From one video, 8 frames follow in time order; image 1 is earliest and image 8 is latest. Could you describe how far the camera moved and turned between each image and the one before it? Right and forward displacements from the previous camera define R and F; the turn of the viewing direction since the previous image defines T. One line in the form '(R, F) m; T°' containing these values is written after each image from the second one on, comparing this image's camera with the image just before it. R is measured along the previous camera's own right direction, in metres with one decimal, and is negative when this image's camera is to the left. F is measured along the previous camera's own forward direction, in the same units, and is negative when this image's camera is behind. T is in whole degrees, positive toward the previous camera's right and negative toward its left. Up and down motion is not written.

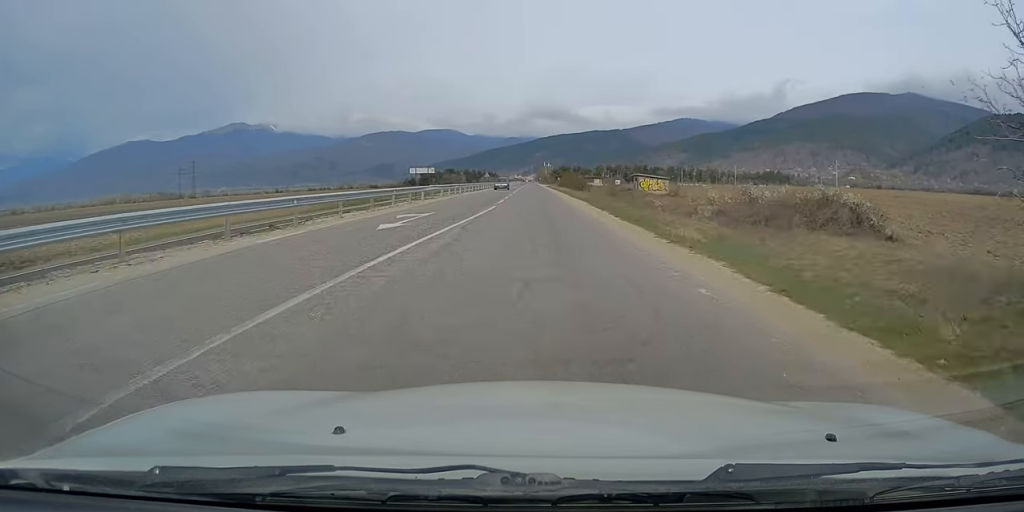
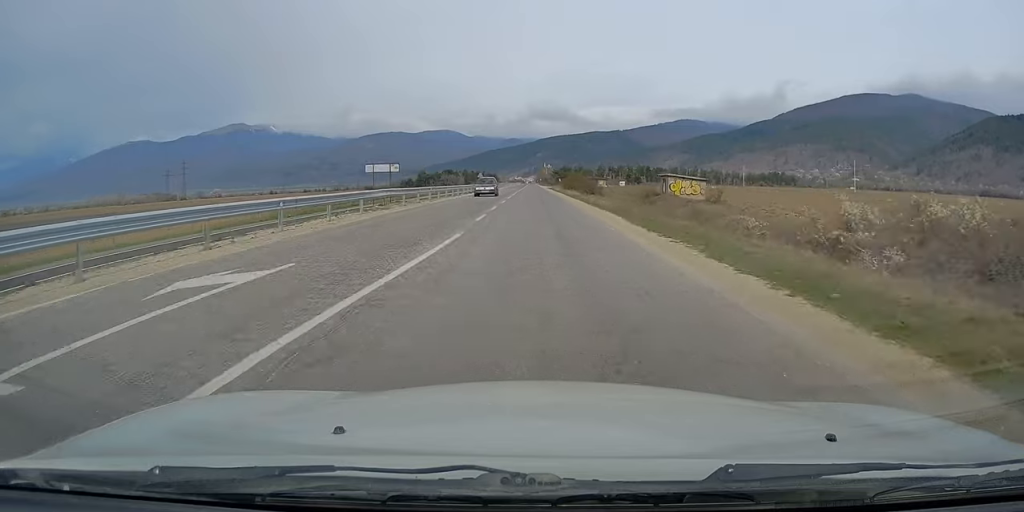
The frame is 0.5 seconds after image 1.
(+0.1, +14.1) m; 0°
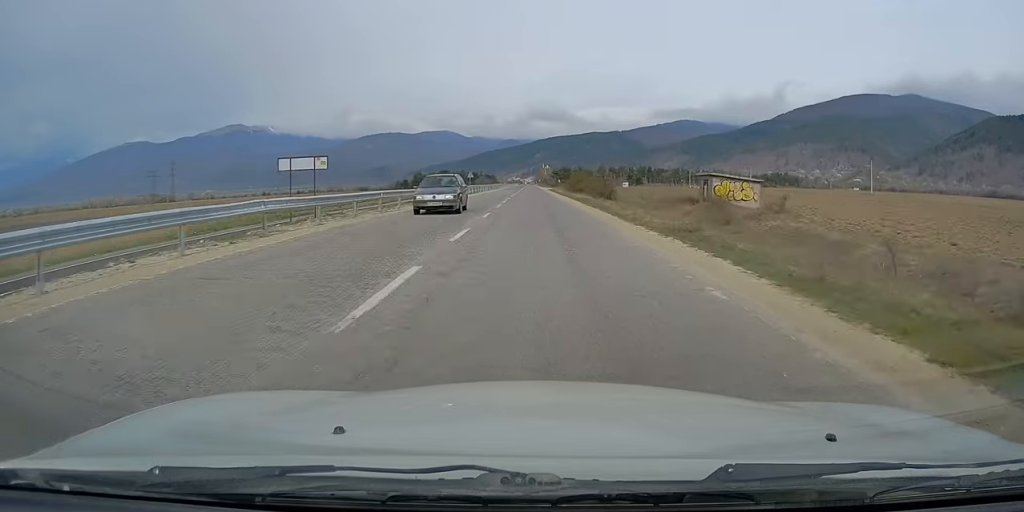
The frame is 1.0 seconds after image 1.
(-0.2, +13.1) m; 0°
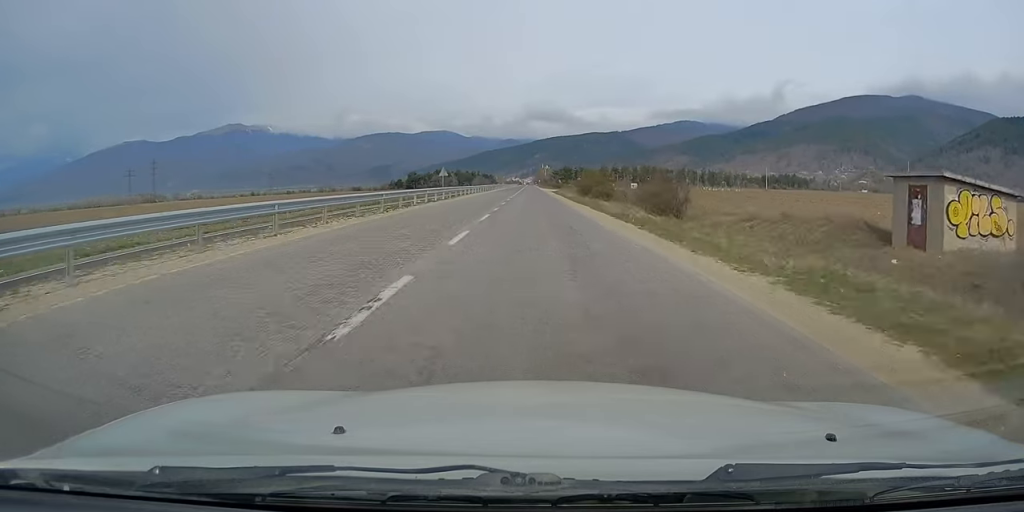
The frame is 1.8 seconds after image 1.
(-0.2, +23.3) m; 0°
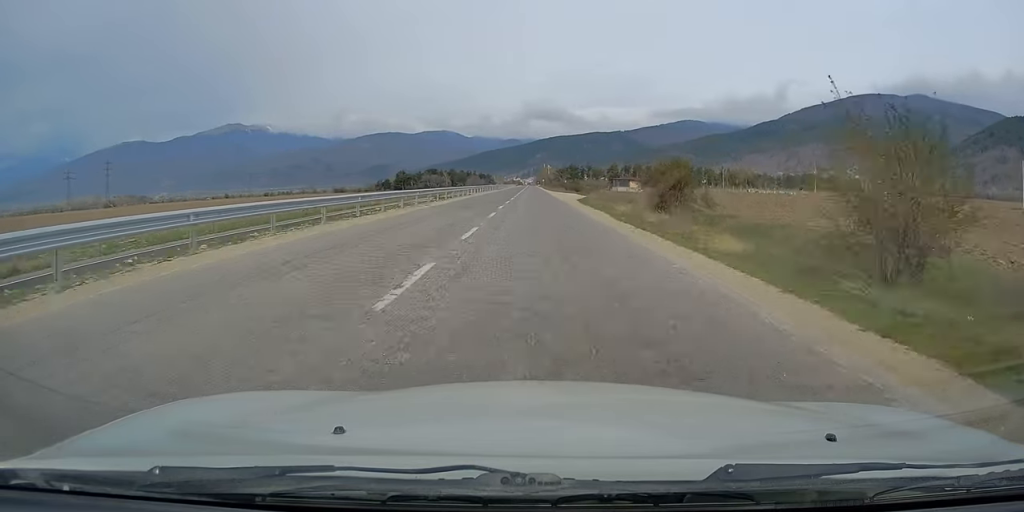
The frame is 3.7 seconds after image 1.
(+0.6, +52.2) m; 0°
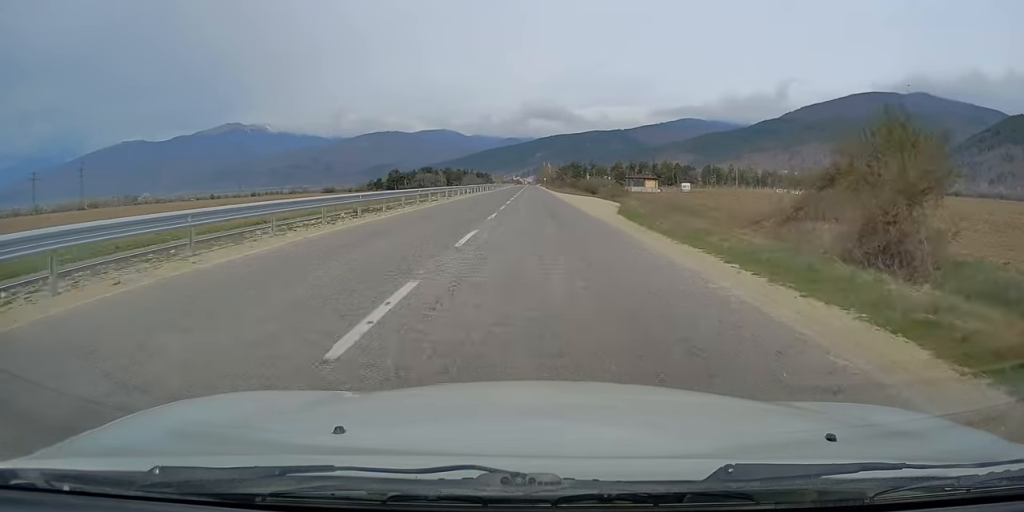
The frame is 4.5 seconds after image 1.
(-0.3, +24.2) m; 0°
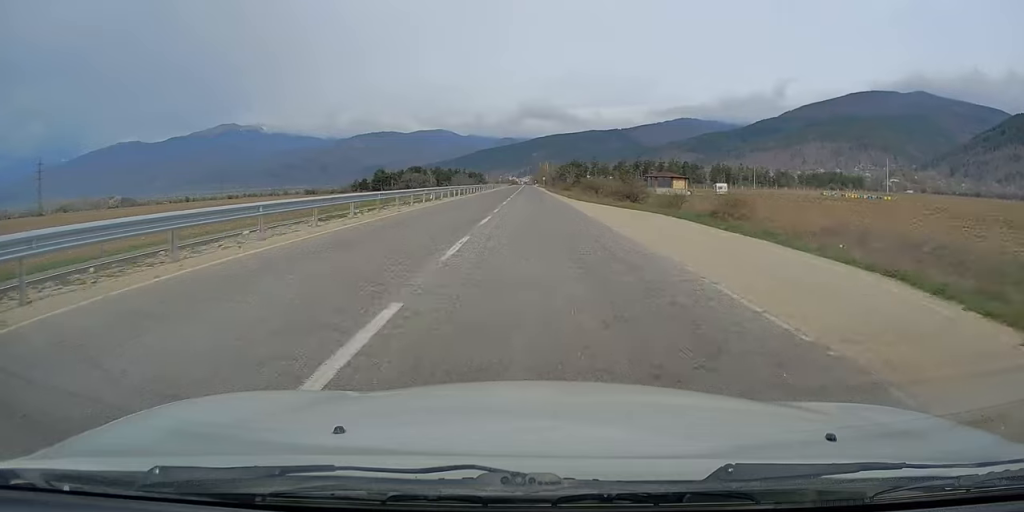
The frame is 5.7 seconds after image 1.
(+0.3, +32.7) m; +1°
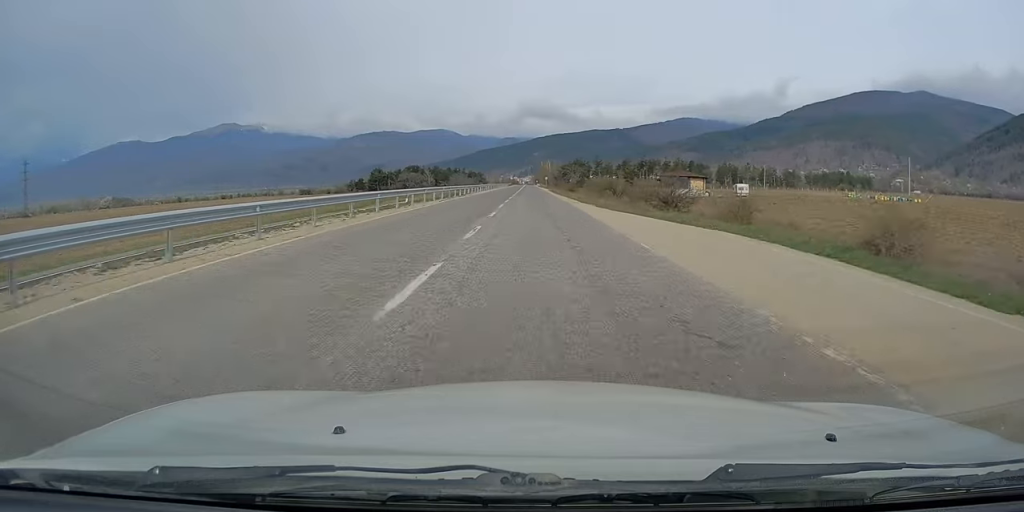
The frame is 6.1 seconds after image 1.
(0.0, +12.1) m; 0°
